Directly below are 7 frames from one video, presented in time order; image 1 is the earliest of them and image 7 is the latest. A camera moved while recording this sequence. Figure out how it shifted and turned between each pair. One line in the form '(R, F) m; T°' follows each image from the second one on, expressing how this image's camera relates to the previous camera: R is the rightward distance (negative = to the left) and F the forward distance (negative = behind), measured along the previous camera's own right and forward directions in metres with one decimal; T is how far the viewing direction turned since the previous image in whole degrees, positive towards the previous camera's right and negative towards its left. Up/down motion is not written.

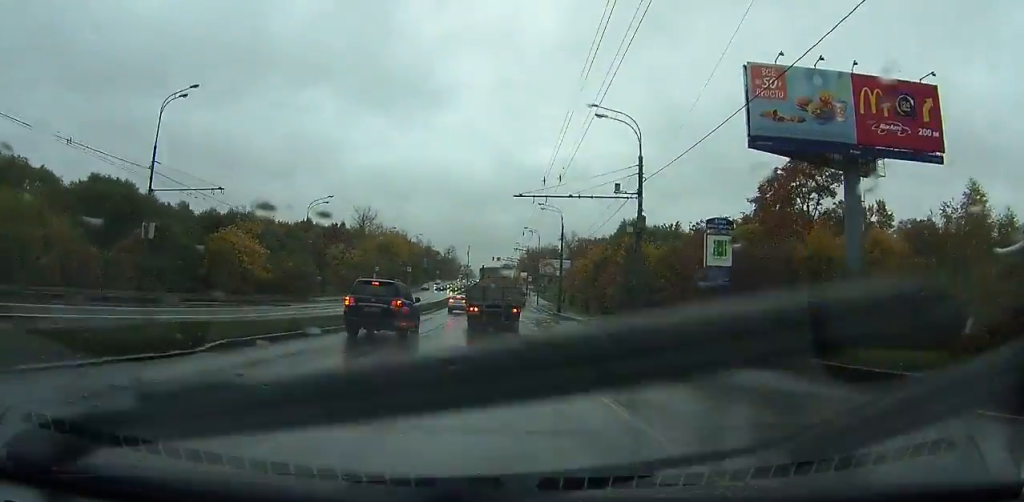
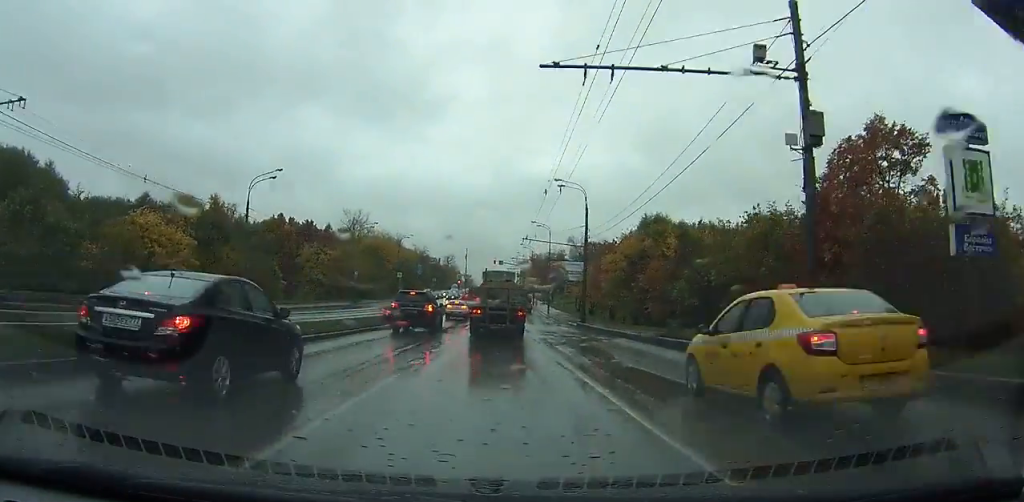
(0.0, +18.5) m; 0°
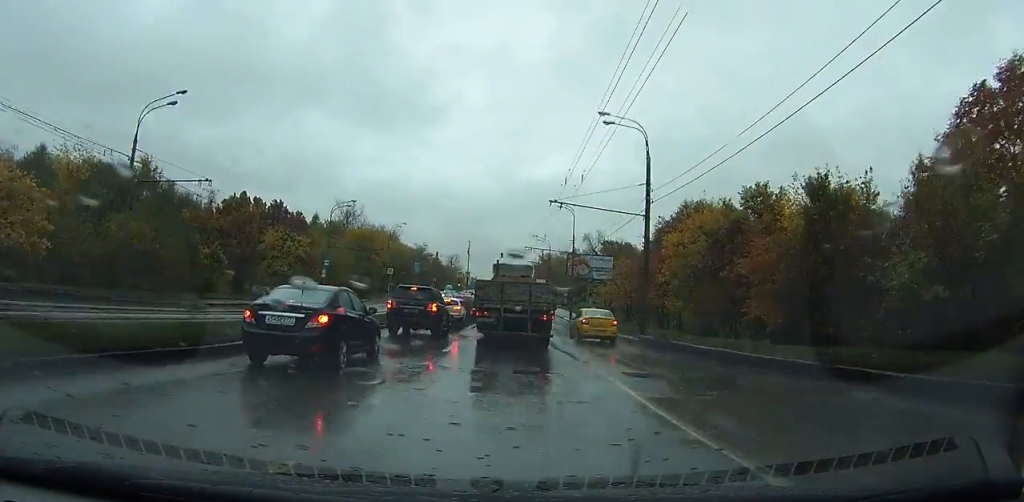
(0.0, +16.3) m; 0°
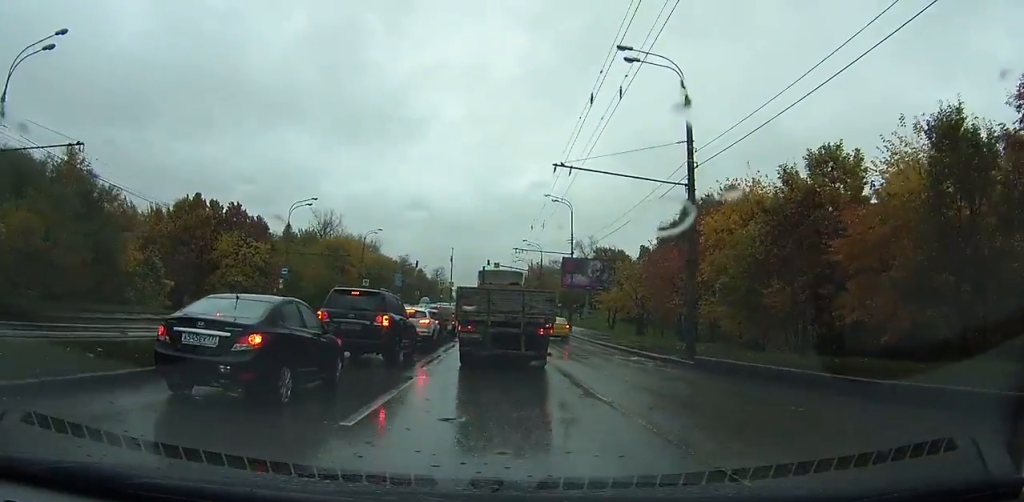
(0.0, +9.9) m; -1°
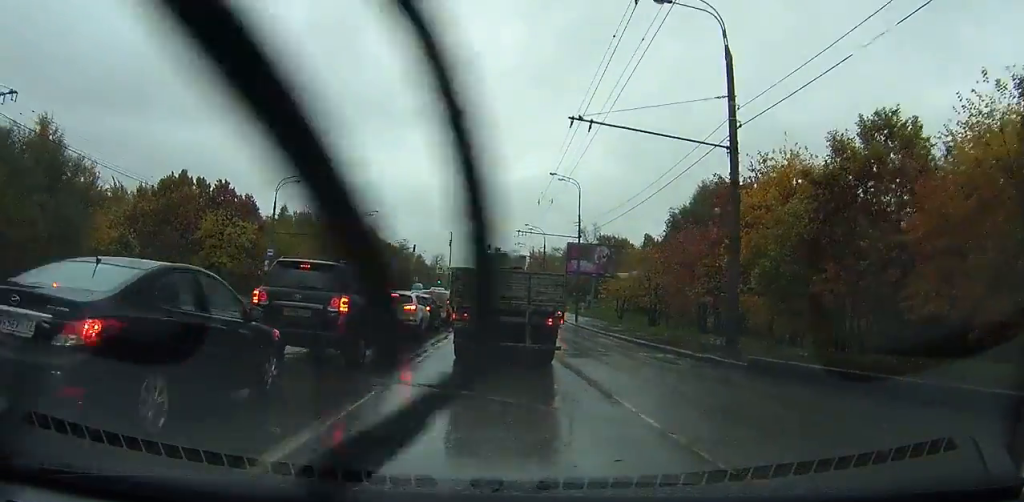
(0.0, +4.3) m; -1°
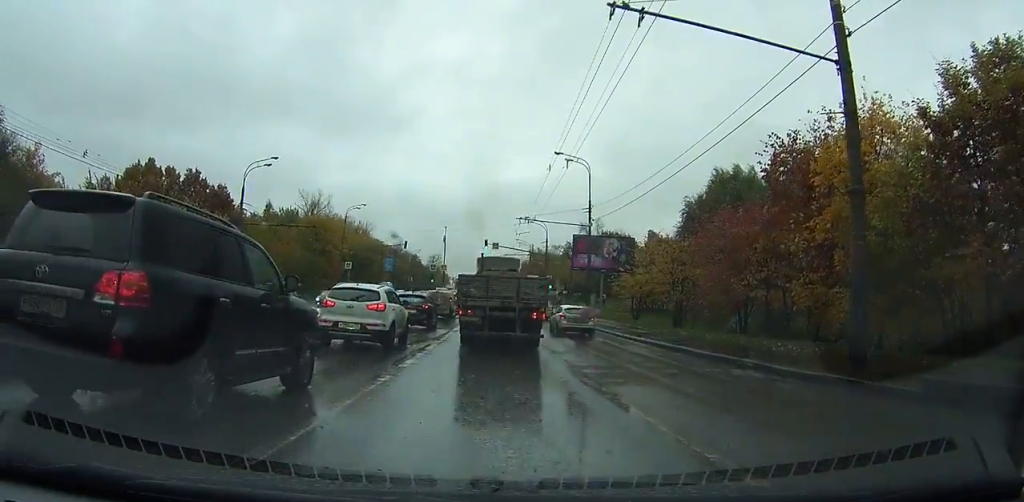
(-0.4, +9.7) m; -3°
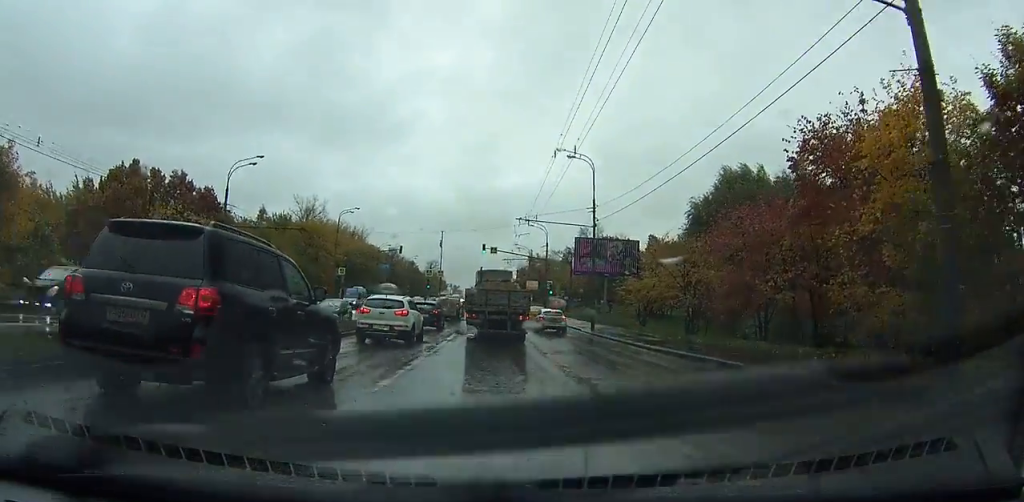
(0.0, +4.5) m; -1°
